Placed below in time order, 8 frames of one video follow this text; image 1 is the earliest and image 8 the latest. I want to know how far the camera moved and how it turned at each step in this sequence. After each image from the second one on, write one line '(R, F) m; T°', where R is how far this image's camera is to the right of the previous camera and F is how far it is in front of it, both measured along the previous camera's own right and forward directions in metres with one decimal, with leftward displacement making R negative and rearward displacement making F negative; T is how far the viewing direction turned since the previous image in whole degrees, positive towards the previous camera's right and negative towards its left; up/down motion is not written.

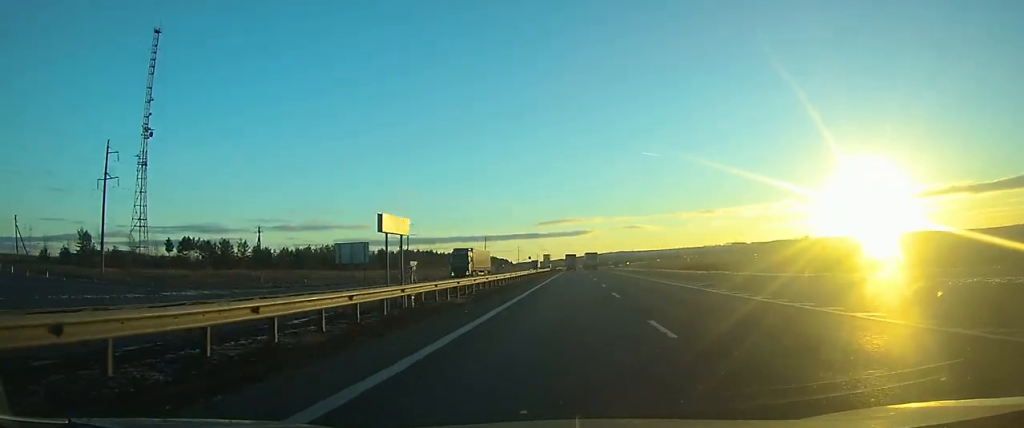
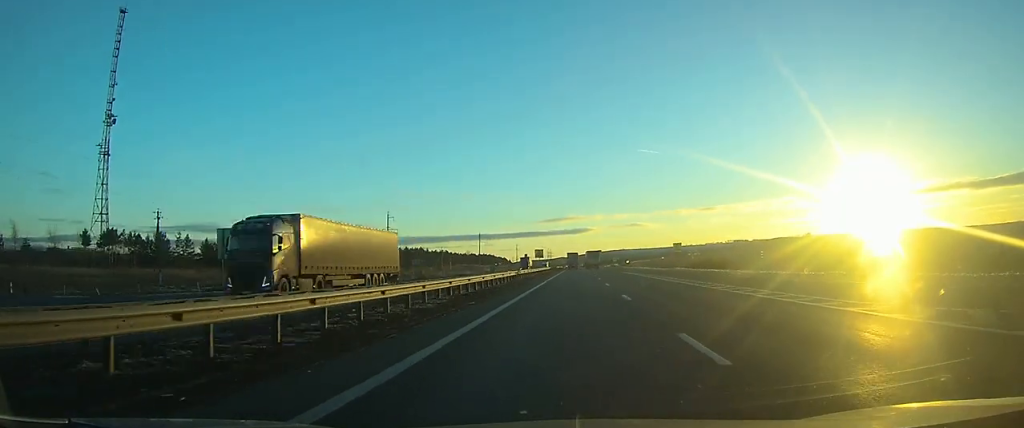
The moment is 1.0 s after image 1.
(0.0, +26.8) m; 0°
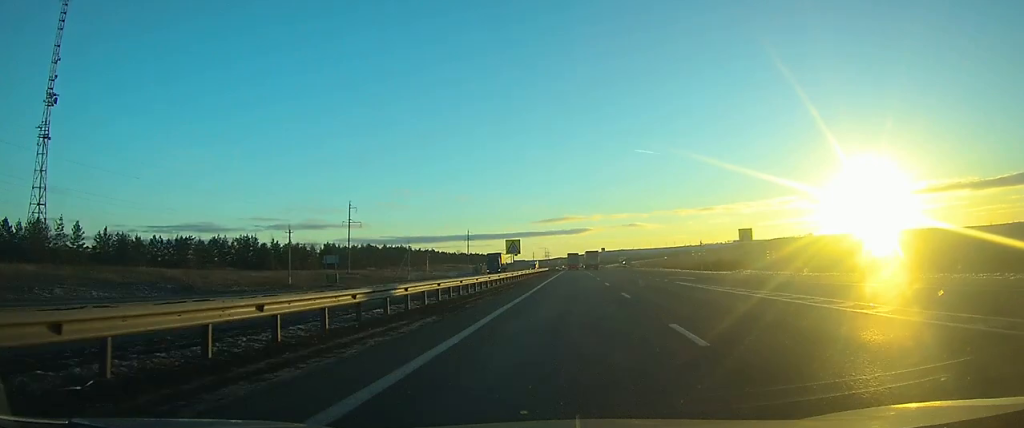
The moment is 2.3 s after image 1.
(0.0, +34.8) m; 0°
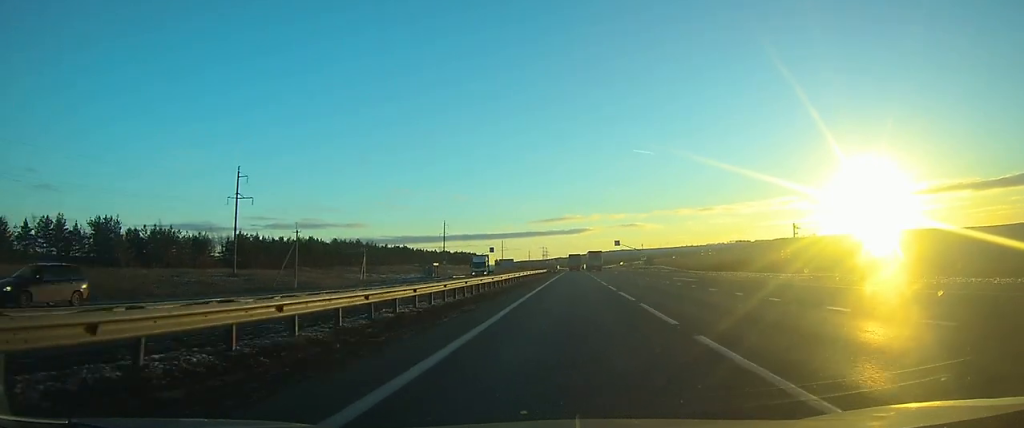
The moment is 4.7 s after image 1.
(+0.1, +56.4) m; 0°
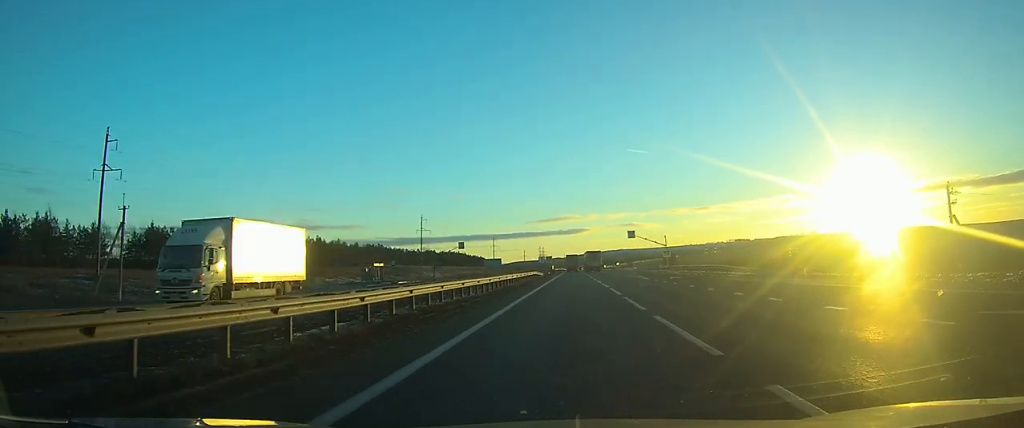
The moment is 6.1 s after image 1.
(+0.1, +33.0) m; 0°
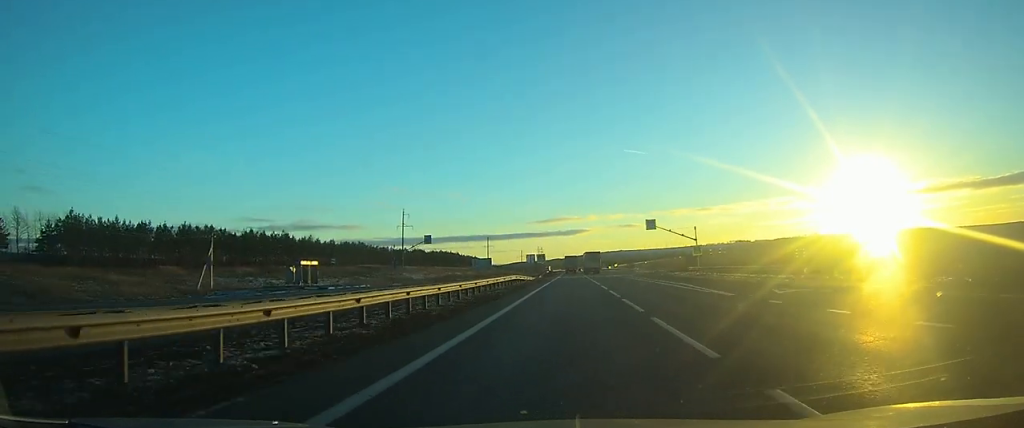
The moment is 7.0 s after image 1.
(0.0, +23.3) m; 0°
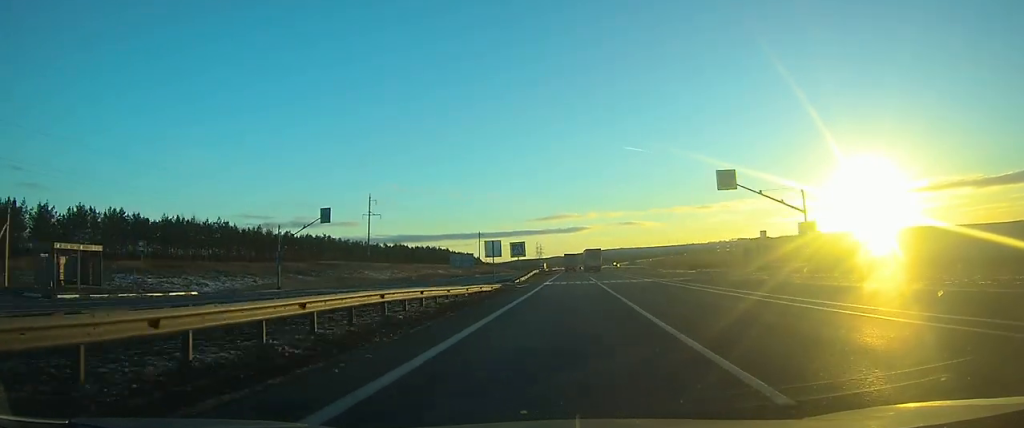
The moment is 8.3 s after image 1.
(+0.1, +34.0) m; 0°
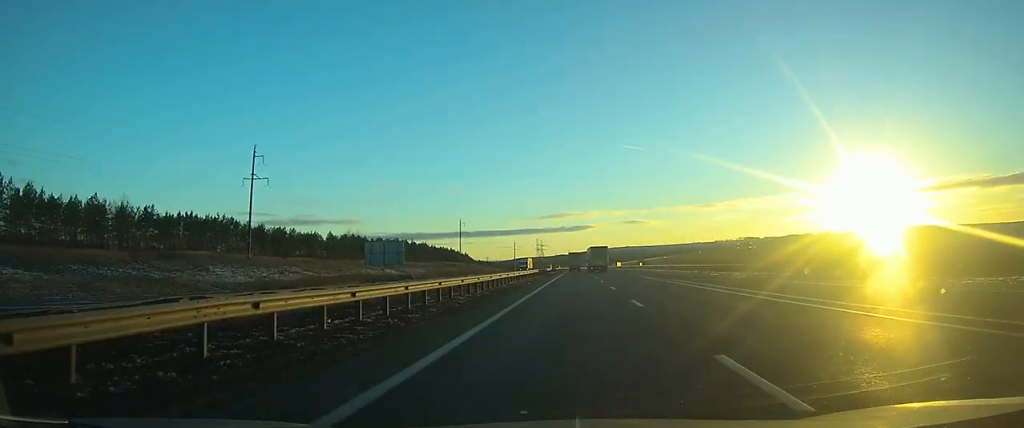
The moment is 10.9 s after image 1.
(-0.3, +67.3) m; 0°
